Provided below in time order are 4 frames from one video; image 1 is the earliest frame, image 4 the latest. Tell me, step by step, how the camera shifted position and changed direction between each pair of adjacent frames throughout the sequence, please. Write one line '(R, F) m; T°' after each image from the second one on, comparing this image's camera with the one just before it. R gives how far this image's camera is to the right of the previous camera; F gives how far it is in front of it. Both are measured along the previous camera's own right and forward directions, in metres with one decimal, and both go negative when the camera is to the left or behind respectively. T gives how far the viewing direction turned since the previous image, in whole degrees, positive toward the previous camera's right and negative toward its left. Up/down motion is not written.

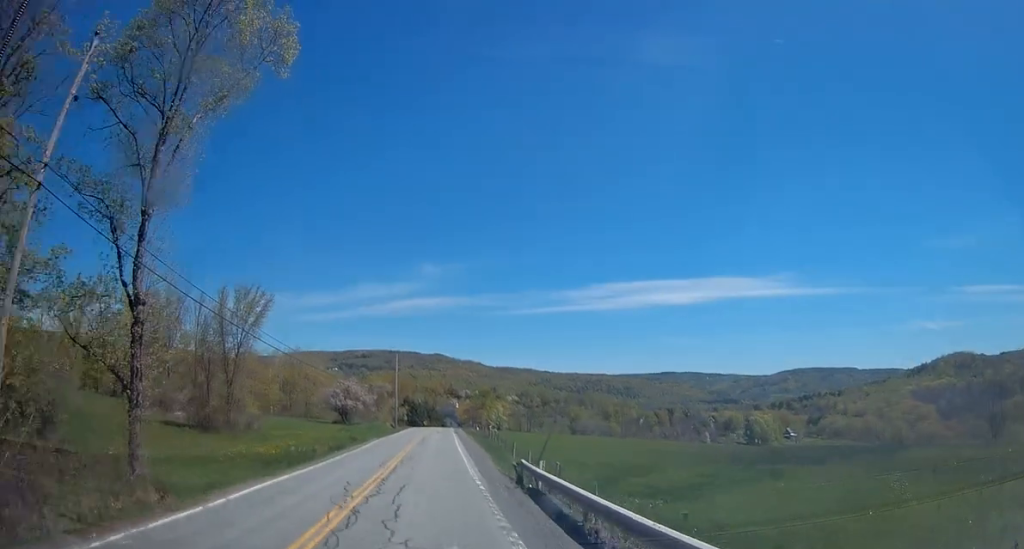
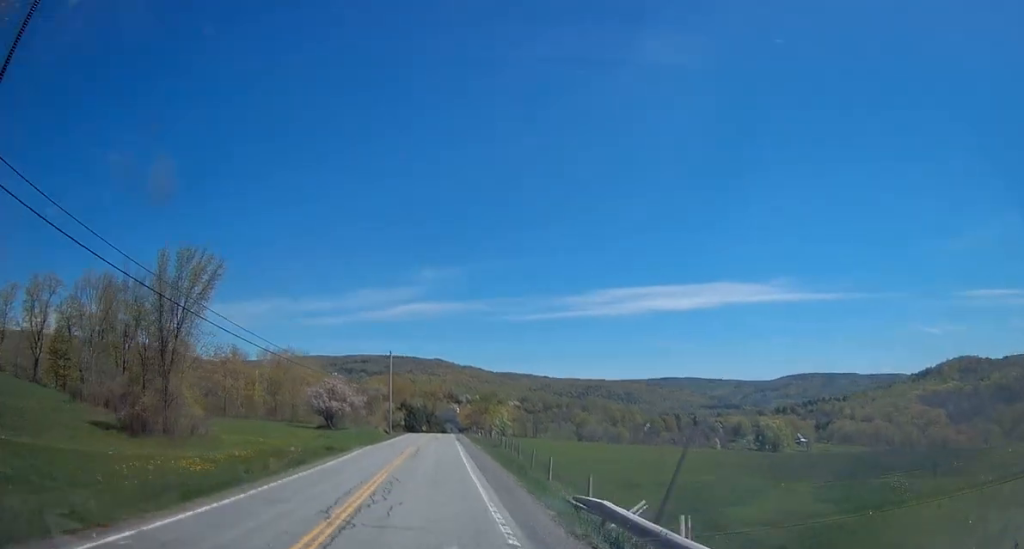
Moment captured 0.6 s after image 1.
(+0.1, +11.3) m; +1°
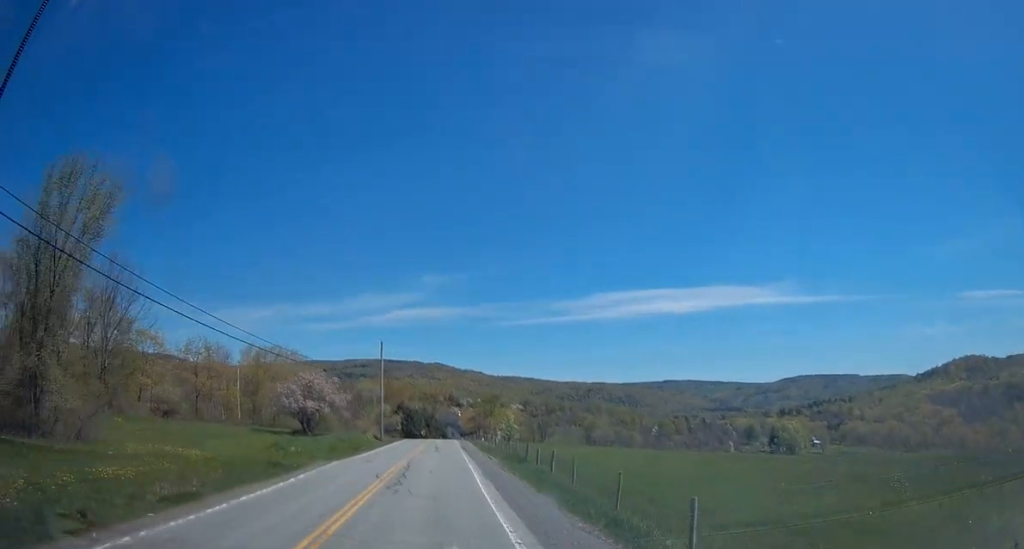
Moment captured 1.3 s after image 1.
(+0.1, +13.2) m; +1°
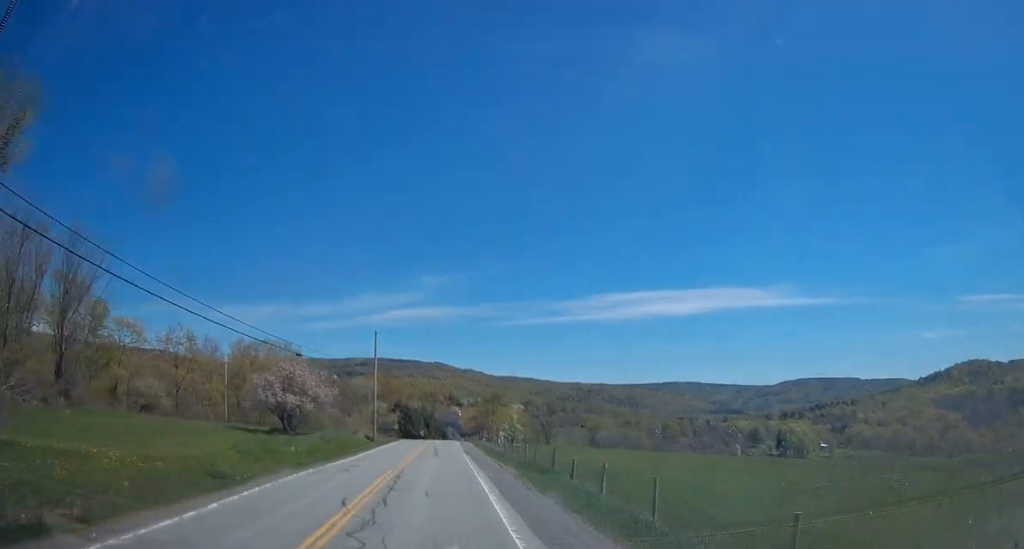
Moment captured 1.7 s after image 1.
(+0.1, +7.5) m; 0°
